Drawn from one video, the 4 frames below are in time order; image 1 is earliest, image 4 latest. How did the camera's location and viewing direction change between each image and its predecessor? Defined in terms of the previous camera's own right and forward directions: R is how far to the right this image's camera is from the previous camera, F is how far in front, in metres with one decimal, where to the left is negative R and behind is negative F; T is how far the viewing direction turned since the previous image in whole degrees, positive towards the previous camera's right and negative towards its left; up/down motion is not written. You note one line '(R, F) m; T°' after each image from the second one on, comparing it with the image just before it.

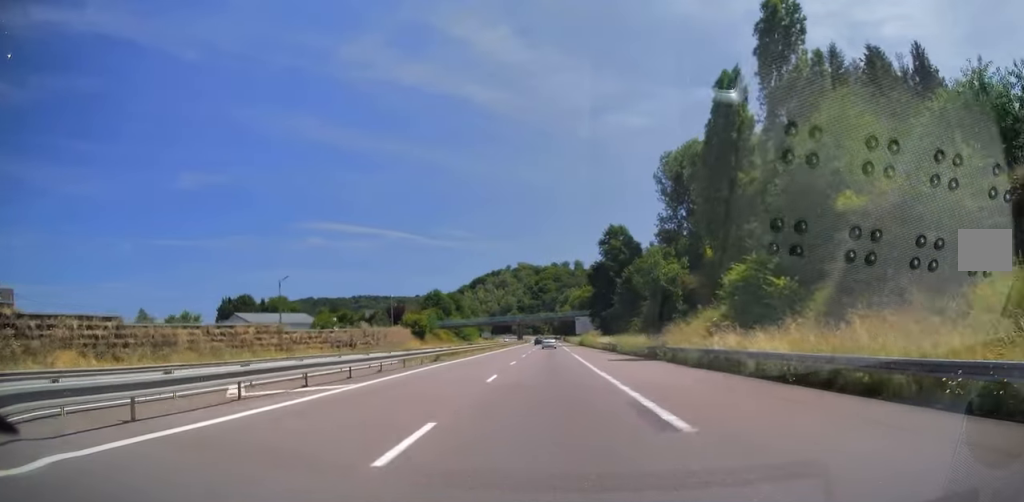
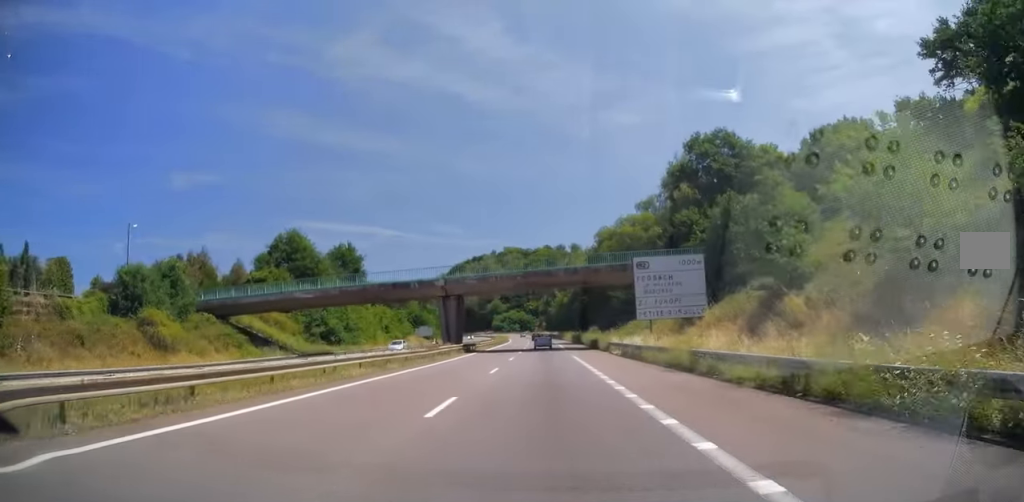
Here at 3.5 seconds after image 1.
(+0.6, +105.7) m; 0°
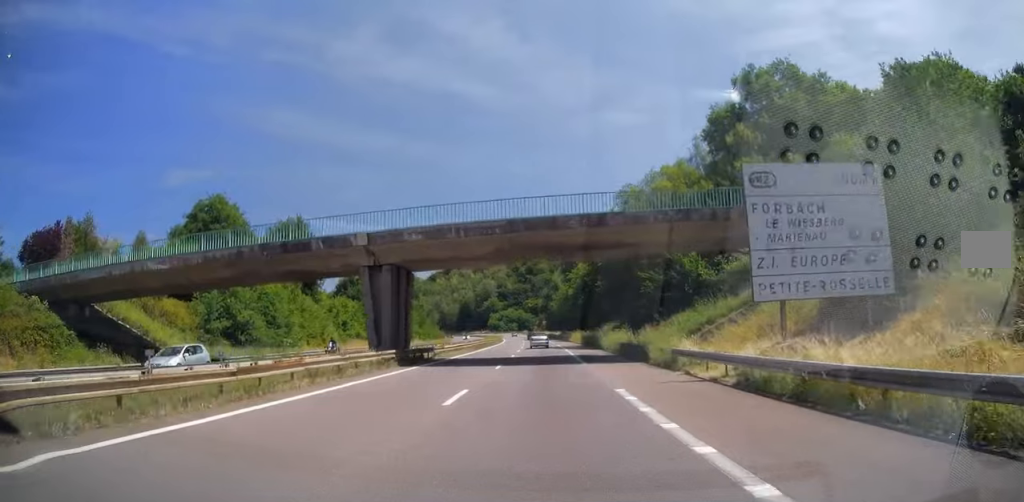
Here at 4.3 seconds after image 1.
(-0.1, +22.4) m; +1°
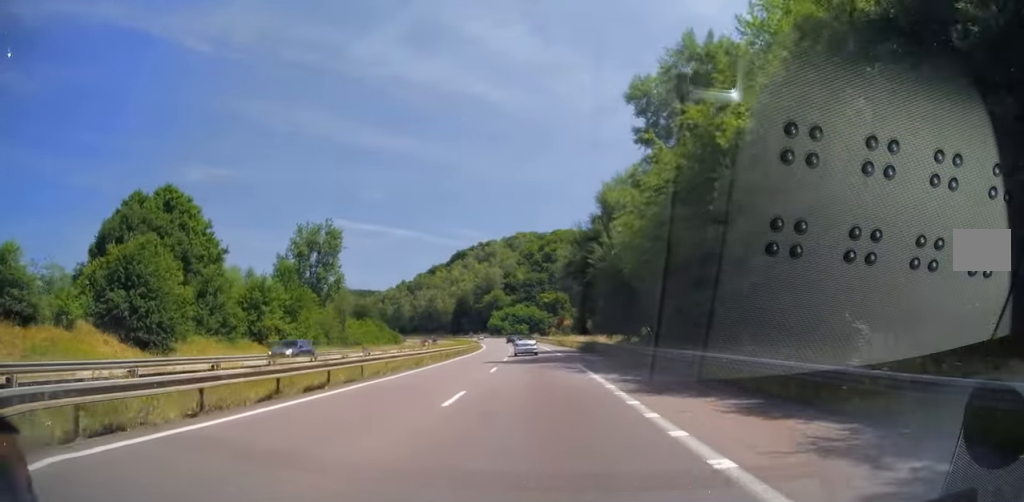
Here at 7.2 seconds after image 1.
(-0.2, +85.4) m; -2°
